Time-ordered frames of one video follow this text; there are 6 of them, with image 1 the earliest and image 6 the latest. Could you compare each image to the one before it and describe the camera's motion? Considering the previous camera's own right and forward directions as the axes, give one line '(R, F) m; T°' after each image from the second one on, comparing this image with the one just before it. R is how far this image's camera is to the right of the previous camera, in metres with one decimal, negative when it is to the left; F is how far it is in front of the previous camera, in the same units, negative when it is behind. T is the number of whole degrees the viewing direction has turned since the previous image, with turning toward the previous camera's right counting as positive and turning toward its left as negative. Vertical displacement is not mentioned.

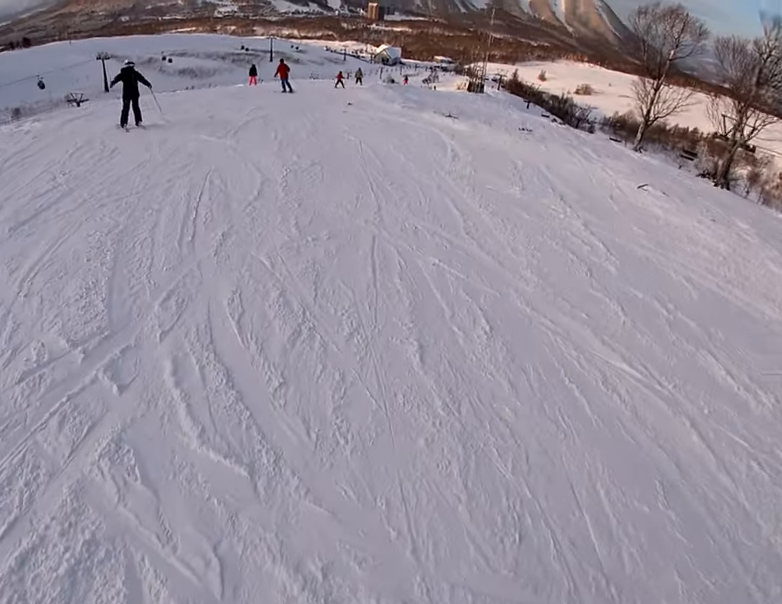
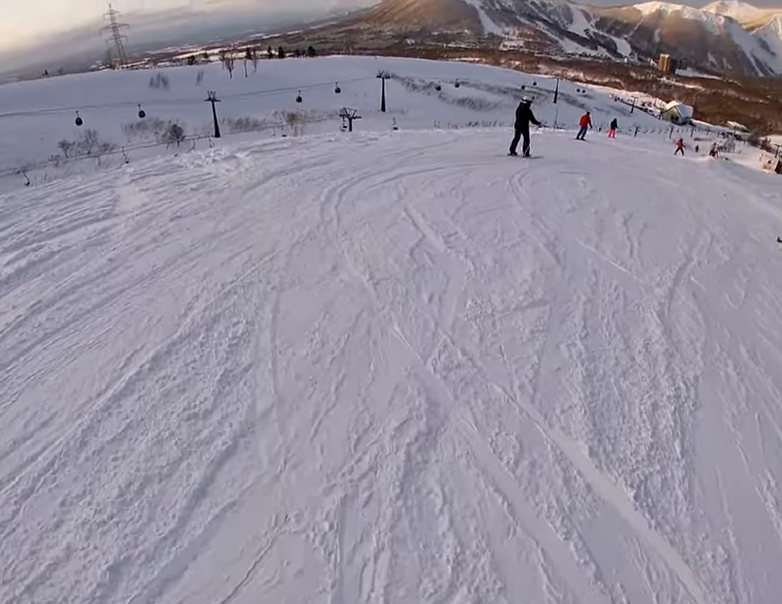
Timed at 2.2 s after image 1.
(-4.8, +6.1) m; -51°
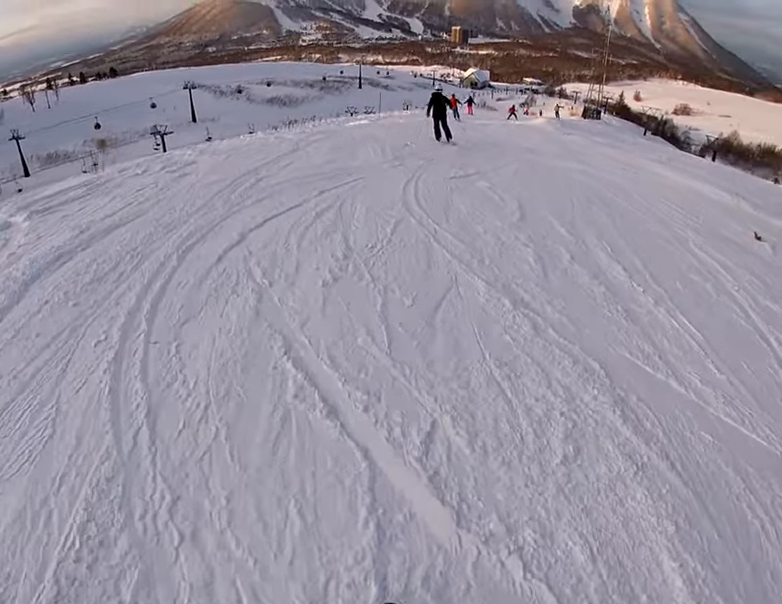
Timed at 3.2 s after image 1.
(+1.1, +3.3) m; +39°
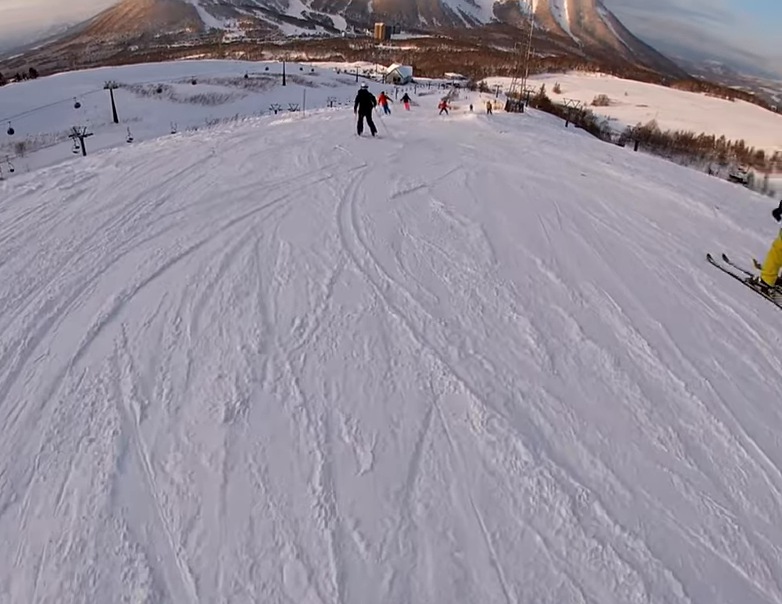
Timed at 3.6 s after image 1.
(+0.6, +1.6) m; +9°
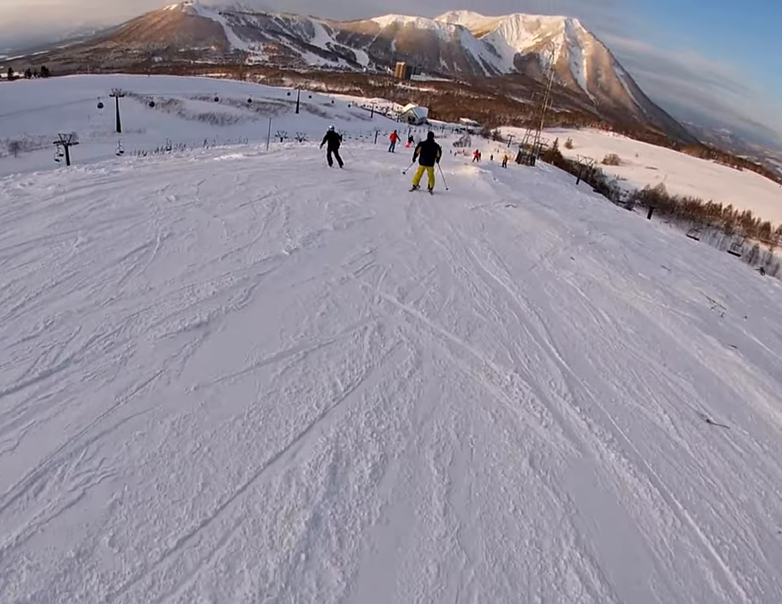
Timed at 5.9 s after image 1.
(+0.3, +8.6) m; -7°
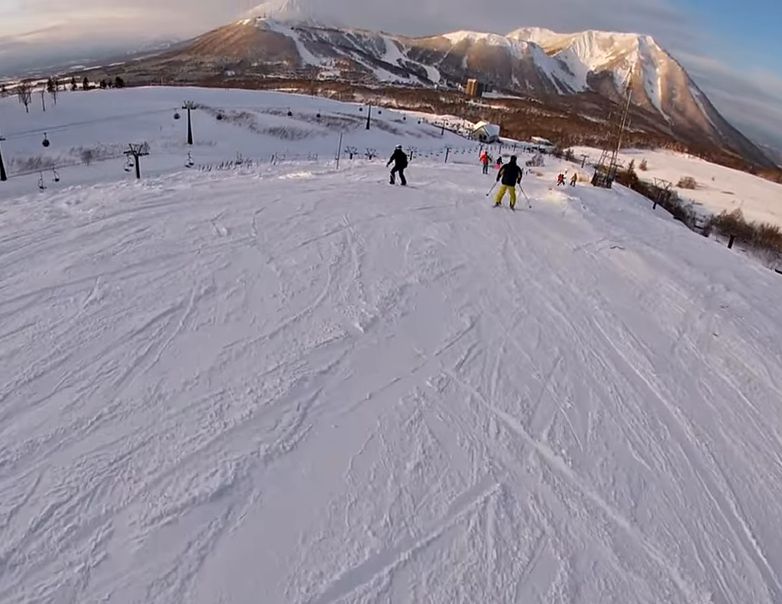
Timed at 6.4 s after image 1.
(-0.1, +2.0) m; +1°
